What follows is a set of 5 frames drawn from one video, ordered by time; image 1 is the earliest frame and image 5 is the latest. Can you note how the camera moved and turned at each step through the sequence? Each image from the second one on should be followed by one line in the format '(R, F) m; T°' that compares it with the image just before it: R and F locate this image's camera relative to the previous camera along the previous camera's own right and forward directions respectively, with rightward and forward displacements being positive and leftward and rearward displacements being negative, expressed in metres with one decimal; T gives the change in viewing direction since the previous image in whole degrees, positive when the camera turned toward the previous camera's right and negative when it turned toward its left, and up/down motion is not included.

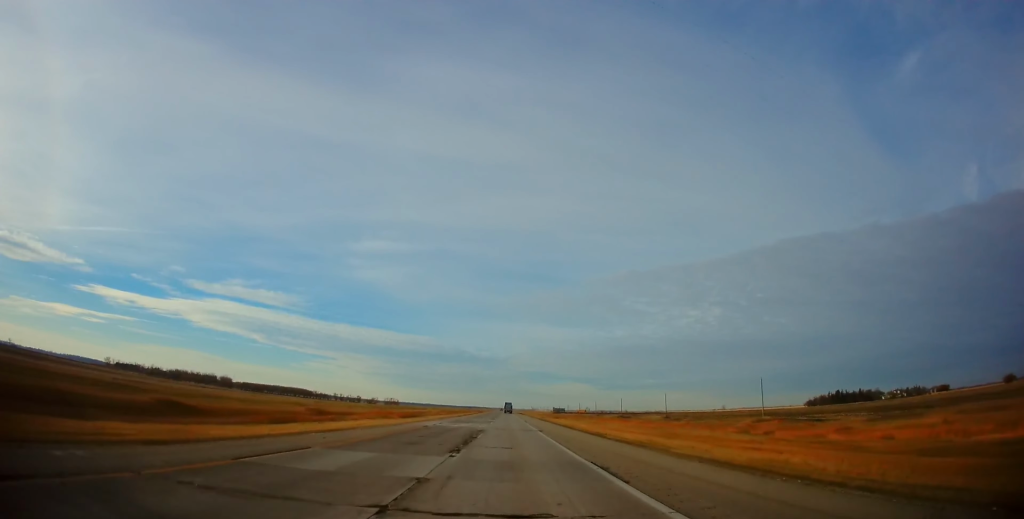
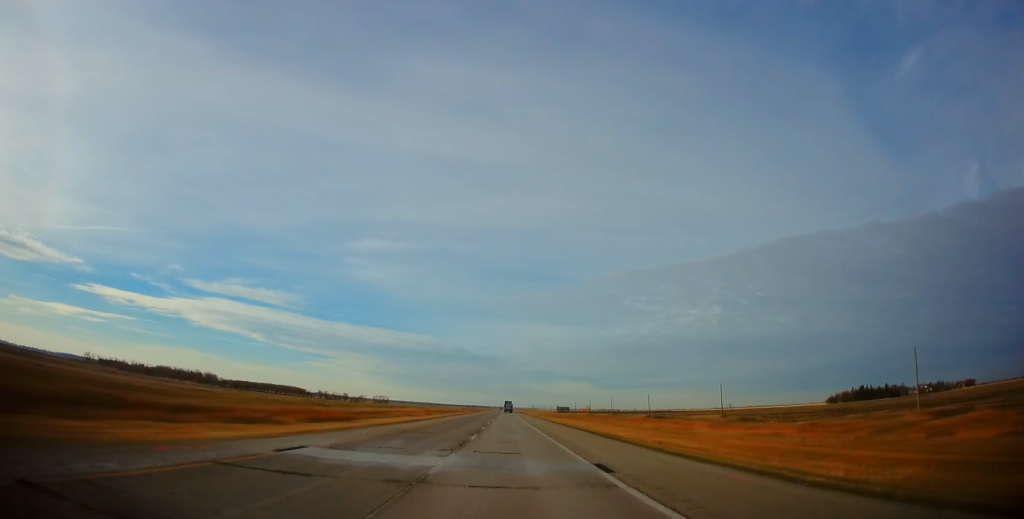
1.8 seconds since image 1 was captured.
(-0.2, +52.5) m; 0°
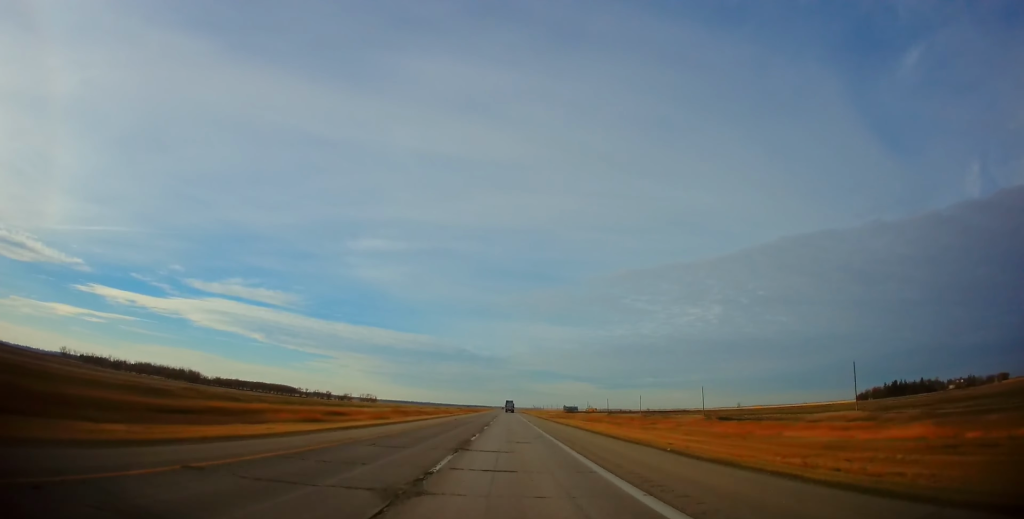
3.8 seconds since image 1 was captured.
(-0.6, +60.1) m; 0°
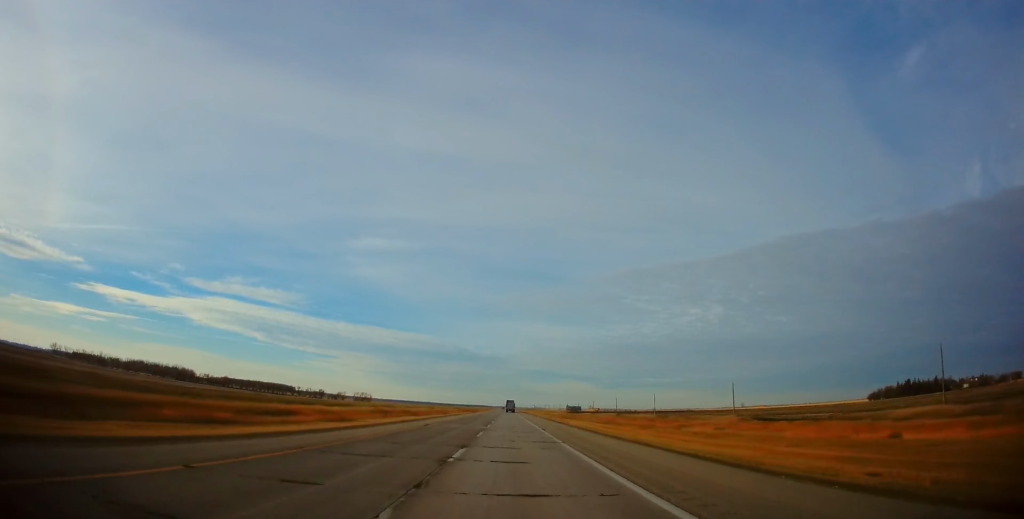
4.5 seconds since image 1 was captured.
(+0.2, +21.7) m; 0°
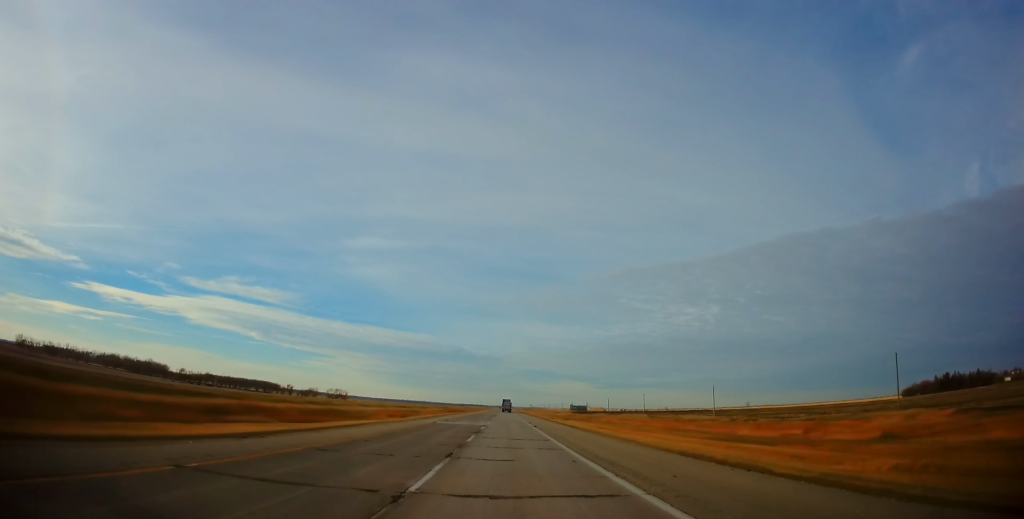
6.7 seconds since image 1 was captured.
(-0.4, +65.3) m; -1°
